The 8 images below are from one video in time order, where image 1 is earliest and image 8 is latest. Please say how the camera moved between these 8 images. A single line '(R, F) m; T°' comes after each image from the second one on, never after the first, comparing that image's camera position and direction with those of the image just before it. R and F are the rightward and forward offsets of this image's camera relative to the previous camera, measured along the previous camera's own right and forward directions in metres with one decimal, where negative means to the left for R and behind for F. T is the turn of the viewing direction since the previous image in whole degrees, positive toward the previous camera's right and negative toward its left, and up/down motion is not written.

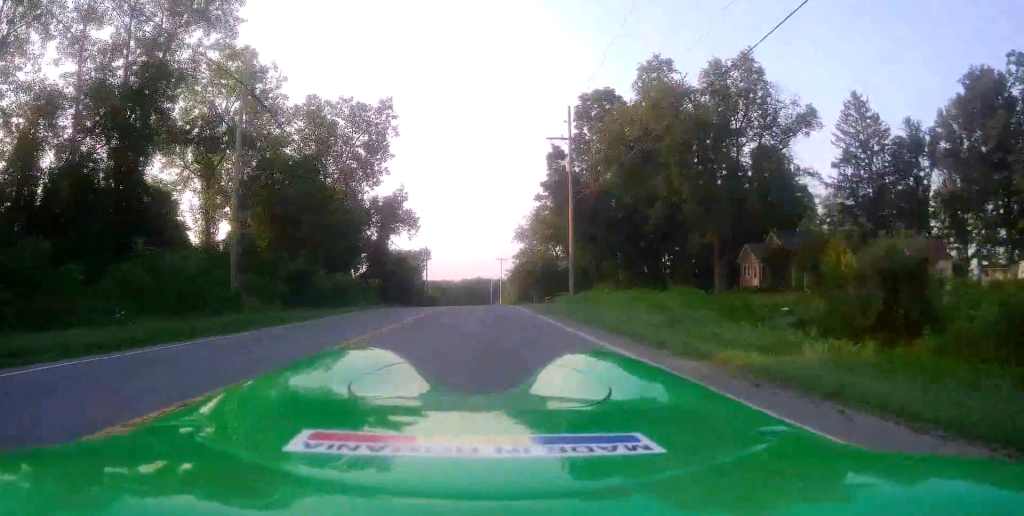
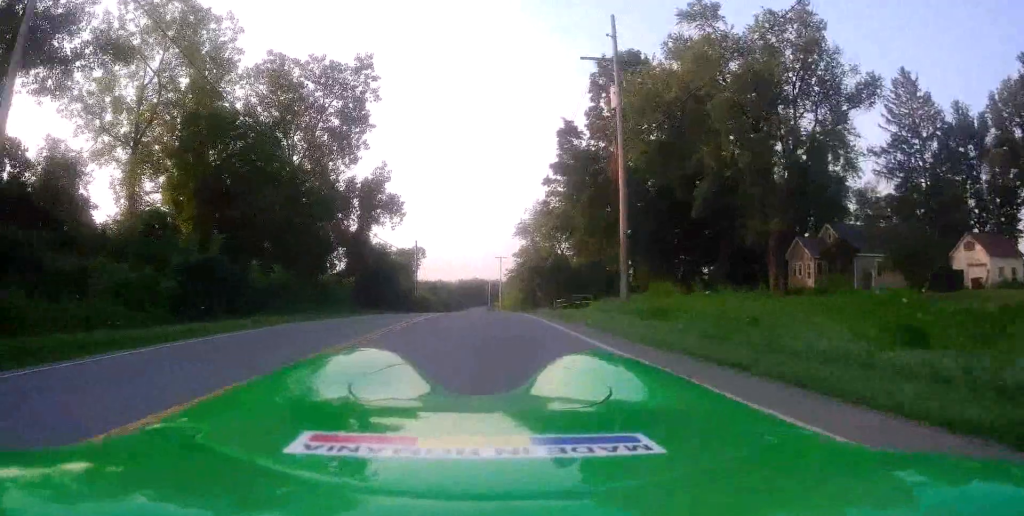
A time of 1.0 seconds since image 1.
(+0.5, +11.7) m; +1°
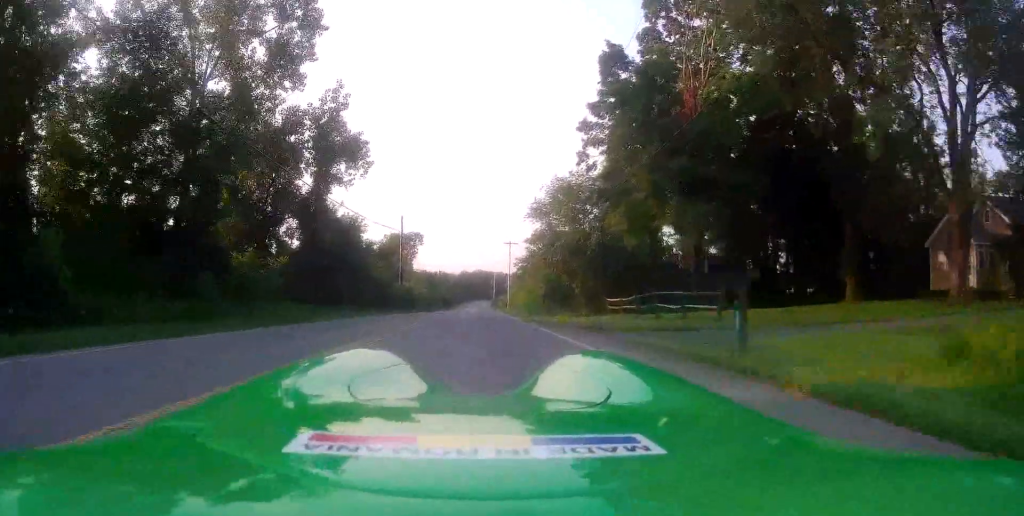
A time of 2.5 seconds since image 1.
(-0.5, +19.1) m; -1°
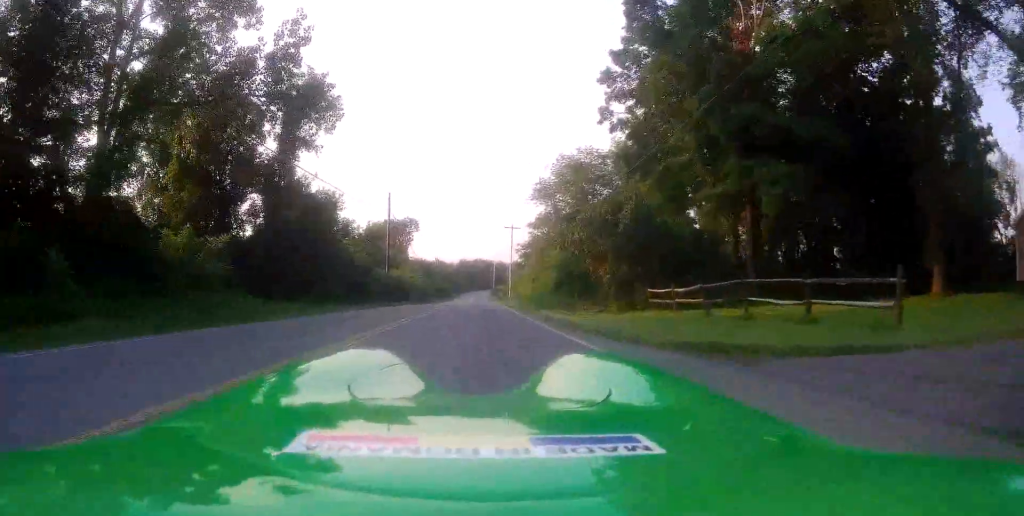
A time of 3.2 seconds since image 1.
(+0.1, +8.1) m; +1°
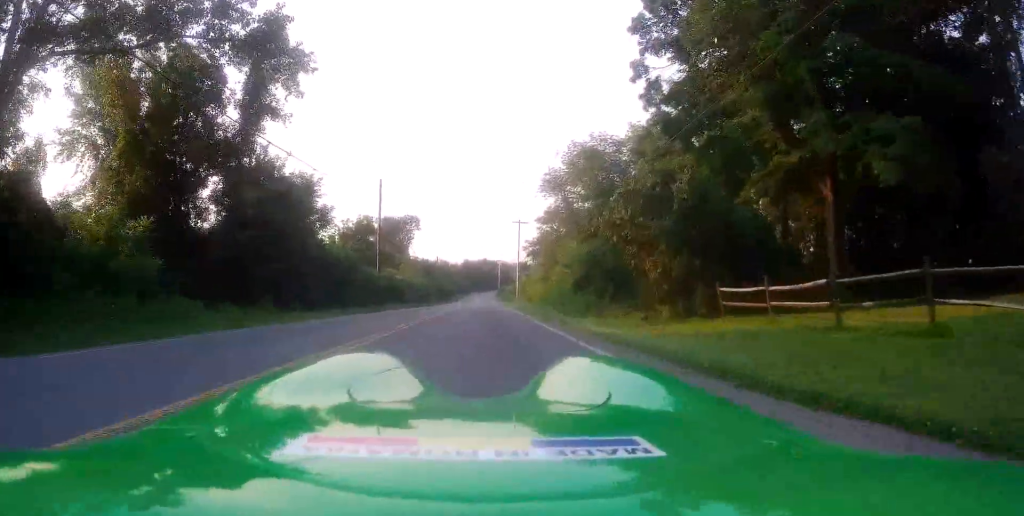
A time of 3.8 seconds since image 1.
(0.0, +7.2) m; -1°
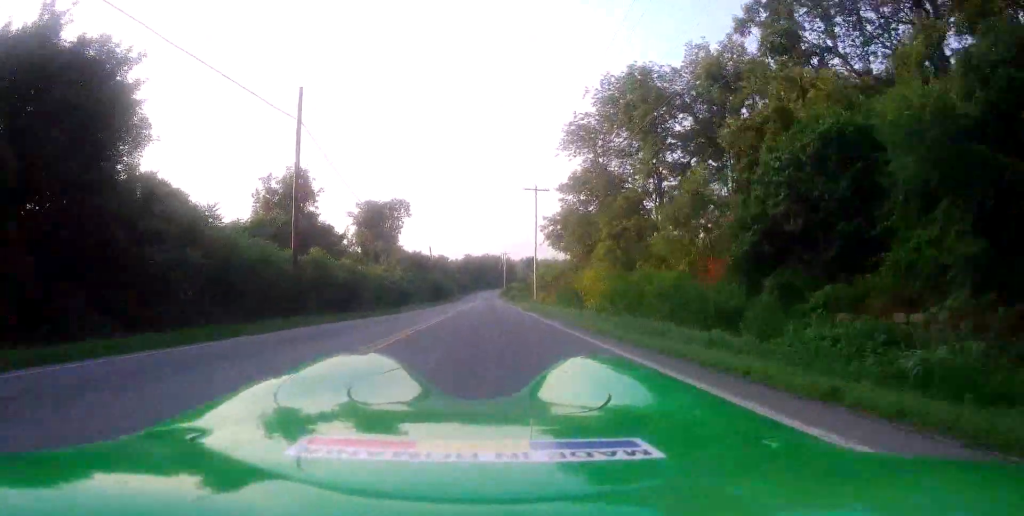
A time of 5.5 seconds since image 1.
(-0.6, +21.7) m; -2°
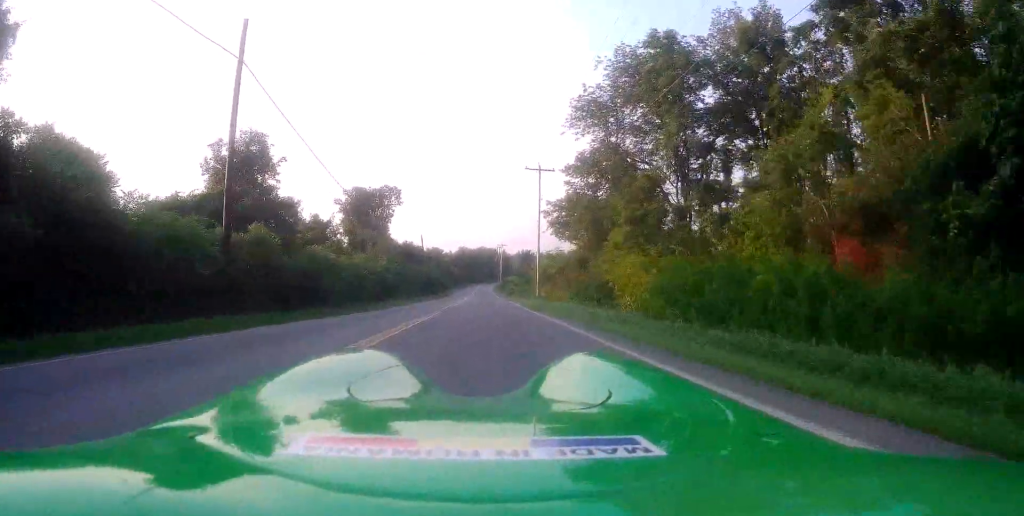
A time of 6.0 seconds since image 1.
(0.0, +7.0) m; 0°
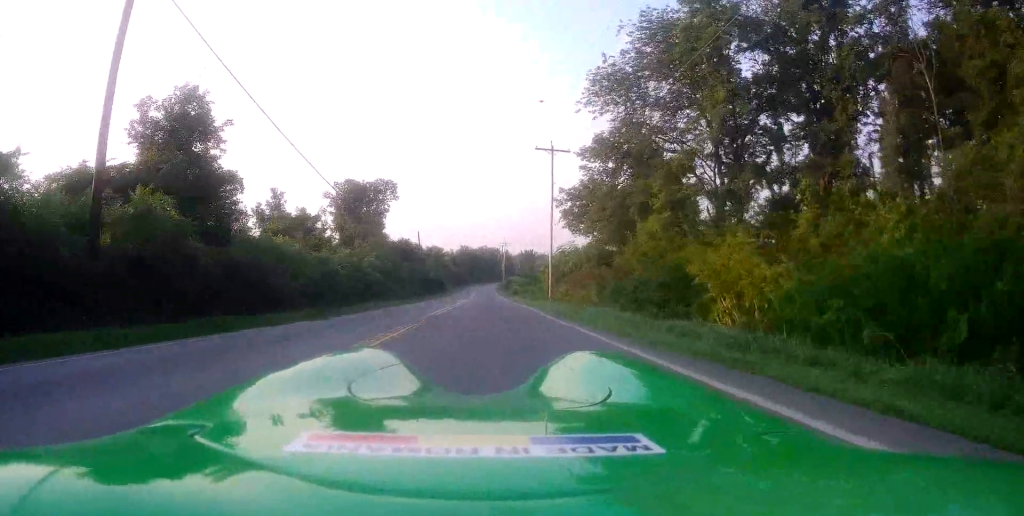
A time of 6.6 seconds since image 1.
(0.0, +7.7) m; +1°
